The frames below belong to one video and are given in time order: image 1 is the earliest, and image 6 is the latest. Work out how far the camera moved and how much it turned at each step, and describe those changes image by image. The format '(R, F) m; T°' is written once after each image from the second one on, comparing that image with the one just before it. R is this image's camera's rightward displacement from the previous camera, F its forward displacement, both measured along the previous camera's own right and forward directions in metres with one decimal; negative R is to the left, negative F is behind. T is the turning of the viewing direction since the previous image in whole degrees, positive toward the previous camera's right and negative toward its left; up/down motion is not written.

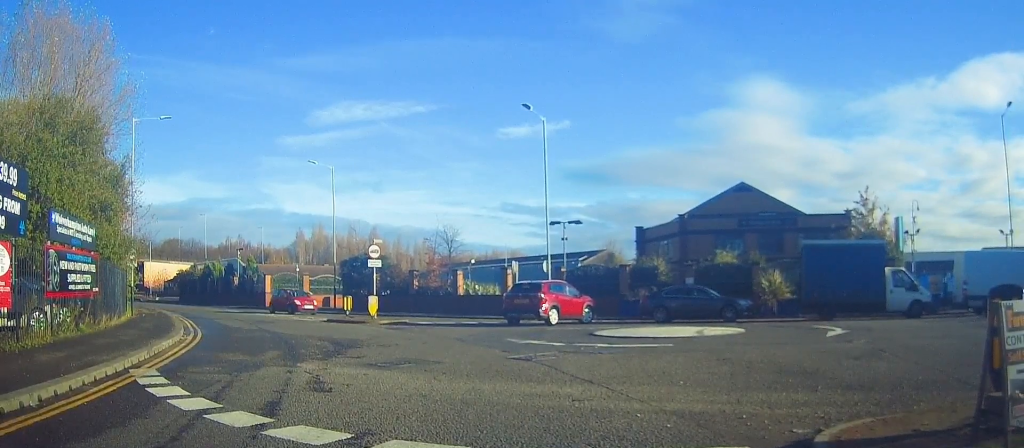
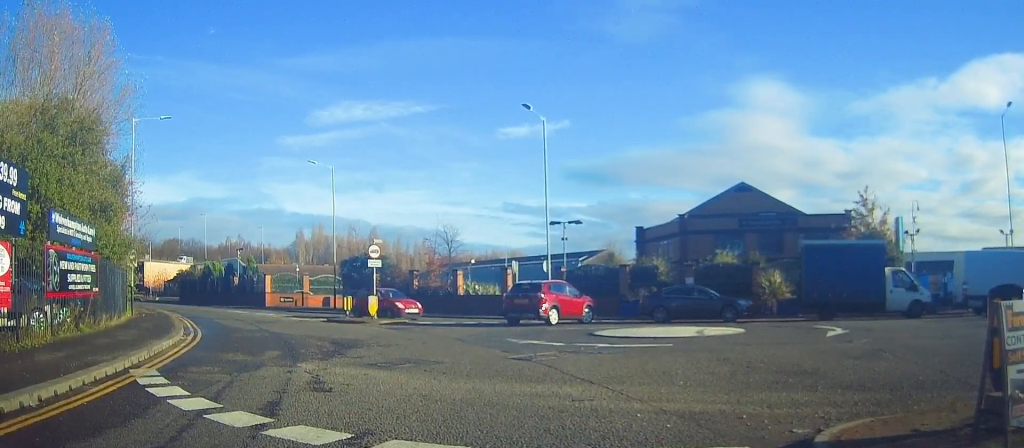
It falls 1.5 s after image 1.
(0.0, 0.0) m; 0°
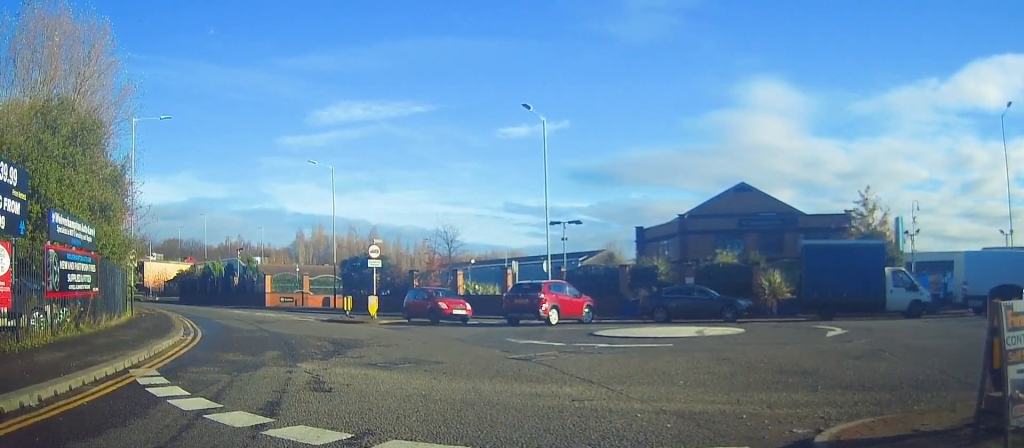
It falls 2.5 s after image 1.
(0.0, 0.0) m; 0°
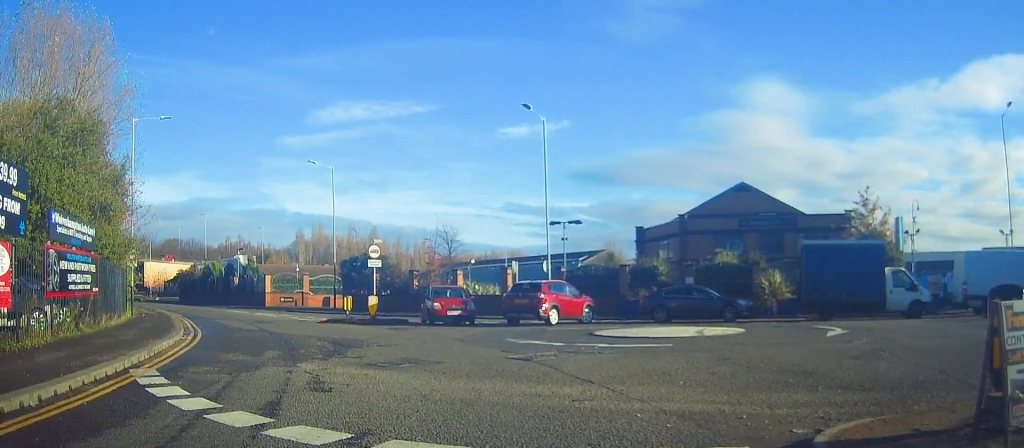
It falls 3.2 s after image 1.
(0.0, 0.0) m; 0°
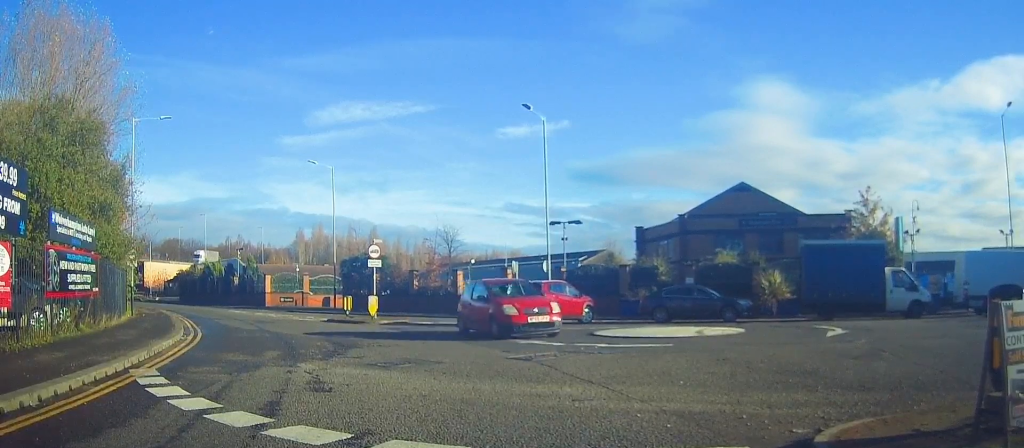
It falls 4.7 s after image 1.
(0.0, 0.0) m; 0°
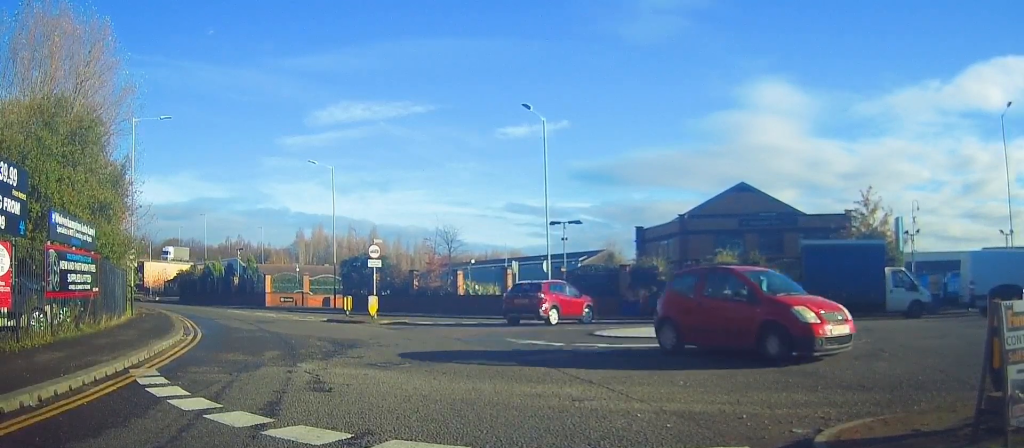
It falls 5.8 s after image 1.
(0.0, 0.0) m; 0°
